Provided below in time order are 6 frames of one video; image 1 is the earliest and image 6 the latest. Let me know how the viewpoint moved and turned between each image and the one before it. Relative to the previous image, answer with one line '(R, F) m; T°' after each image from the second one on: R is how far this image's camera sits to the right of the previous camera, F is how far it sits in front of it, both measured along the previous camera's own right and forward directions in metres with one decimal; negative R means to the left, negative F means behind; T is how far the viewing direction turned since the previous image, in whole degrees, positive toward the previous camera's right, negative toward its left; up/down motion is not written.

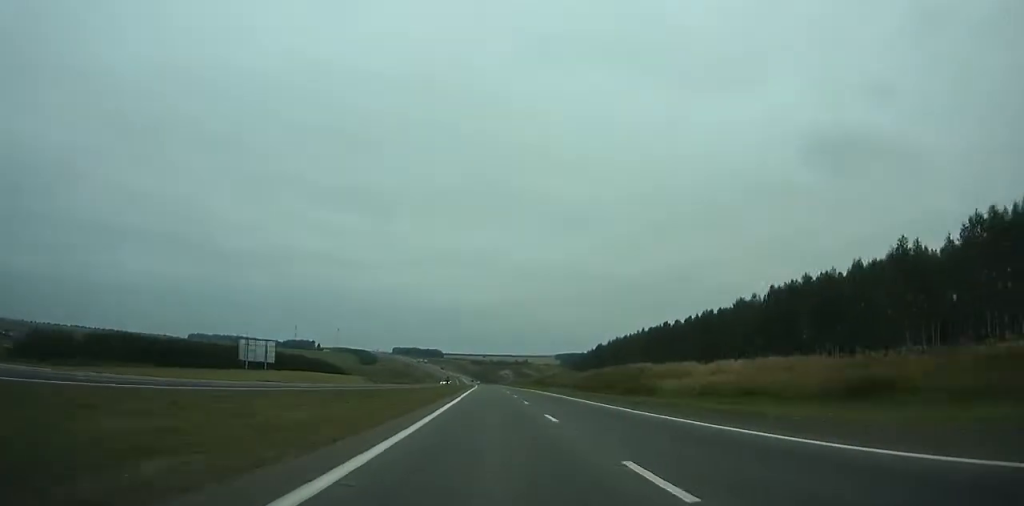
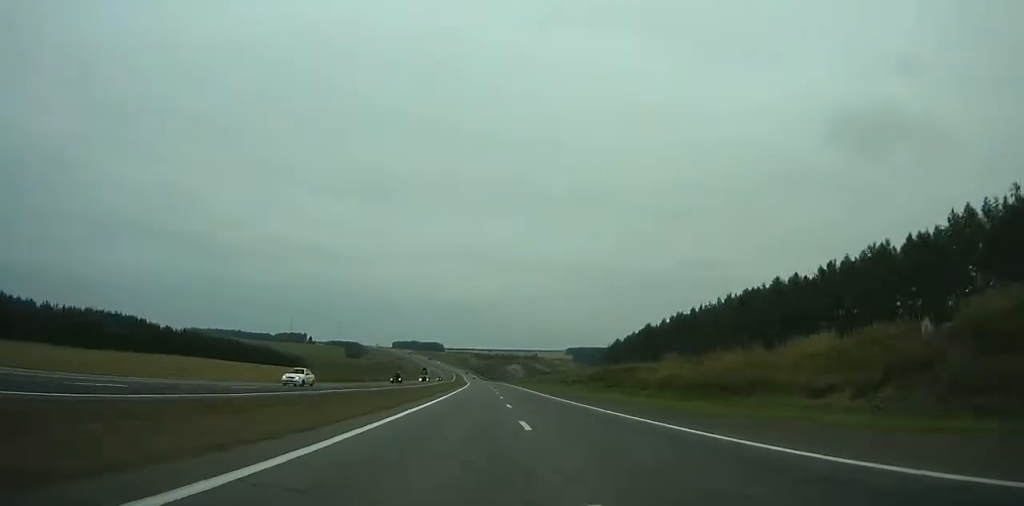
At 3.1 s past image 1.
(-0.6, +87.8) m; -1°
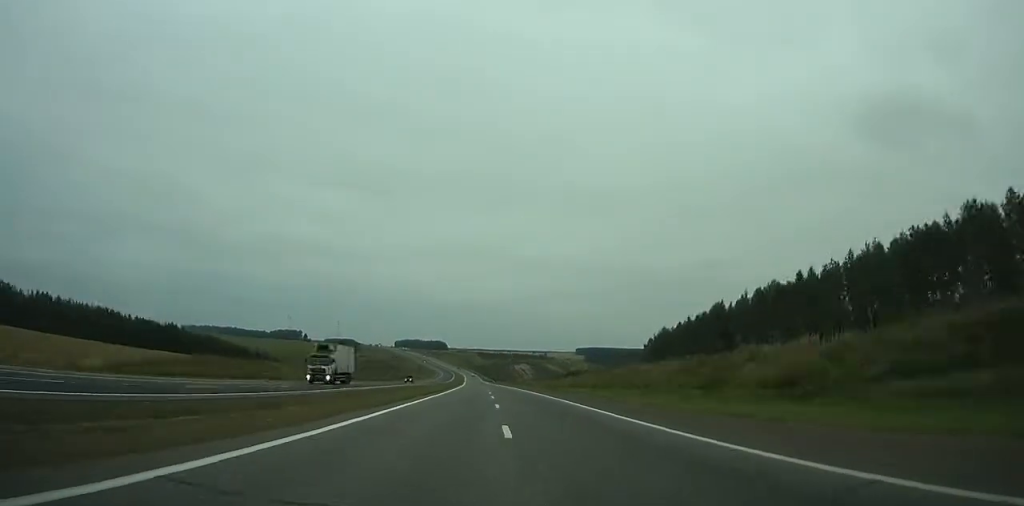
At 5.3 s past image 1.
(-0.3, +62.8) m; 0°
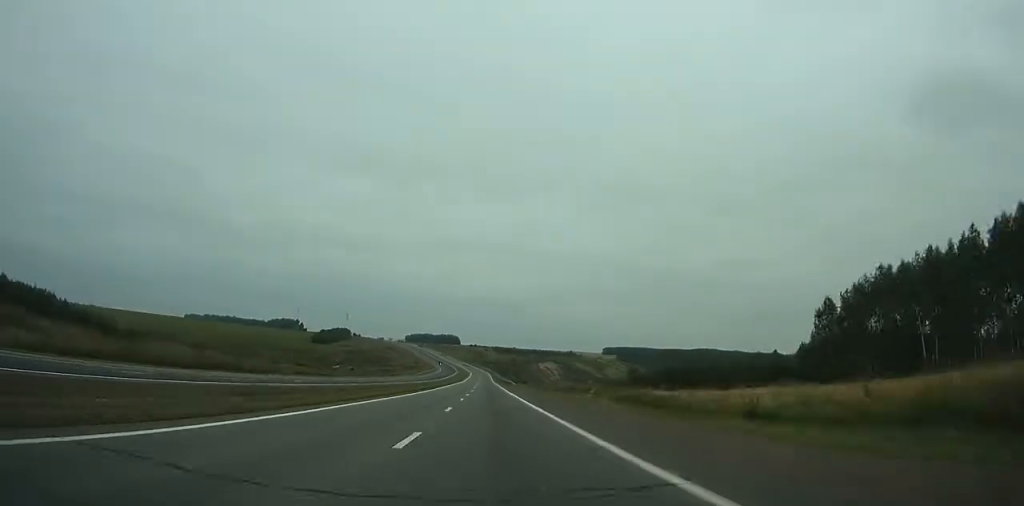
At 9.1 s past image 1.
(-0.6, +109.2) m; -1°
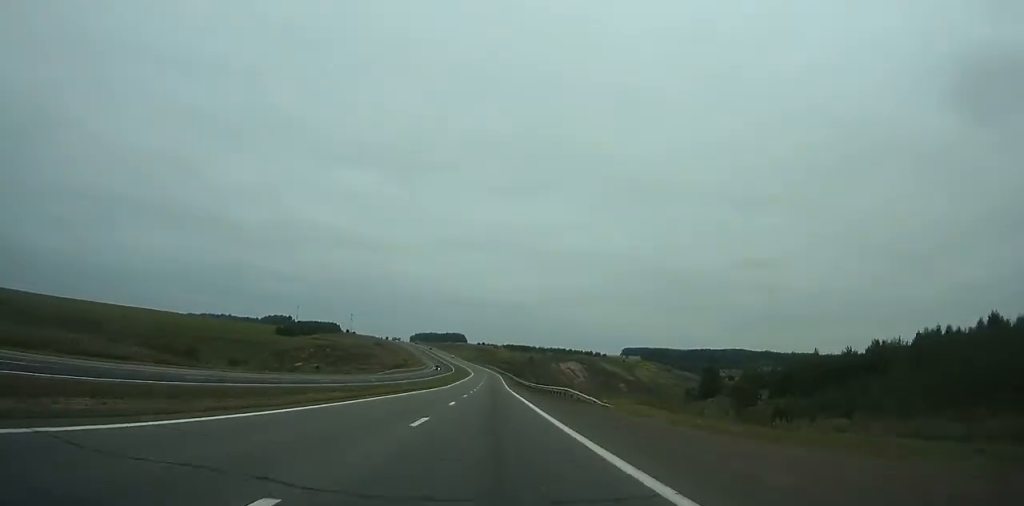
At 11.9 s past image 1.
(-1.4, +80.8) m; -1°
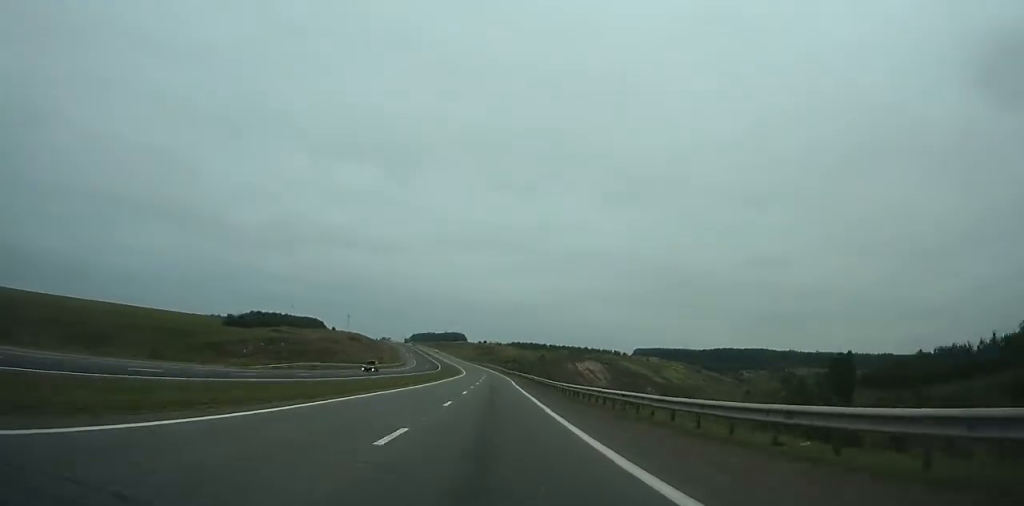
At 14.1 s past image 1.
(-0.4, +63.7) m; -1°
